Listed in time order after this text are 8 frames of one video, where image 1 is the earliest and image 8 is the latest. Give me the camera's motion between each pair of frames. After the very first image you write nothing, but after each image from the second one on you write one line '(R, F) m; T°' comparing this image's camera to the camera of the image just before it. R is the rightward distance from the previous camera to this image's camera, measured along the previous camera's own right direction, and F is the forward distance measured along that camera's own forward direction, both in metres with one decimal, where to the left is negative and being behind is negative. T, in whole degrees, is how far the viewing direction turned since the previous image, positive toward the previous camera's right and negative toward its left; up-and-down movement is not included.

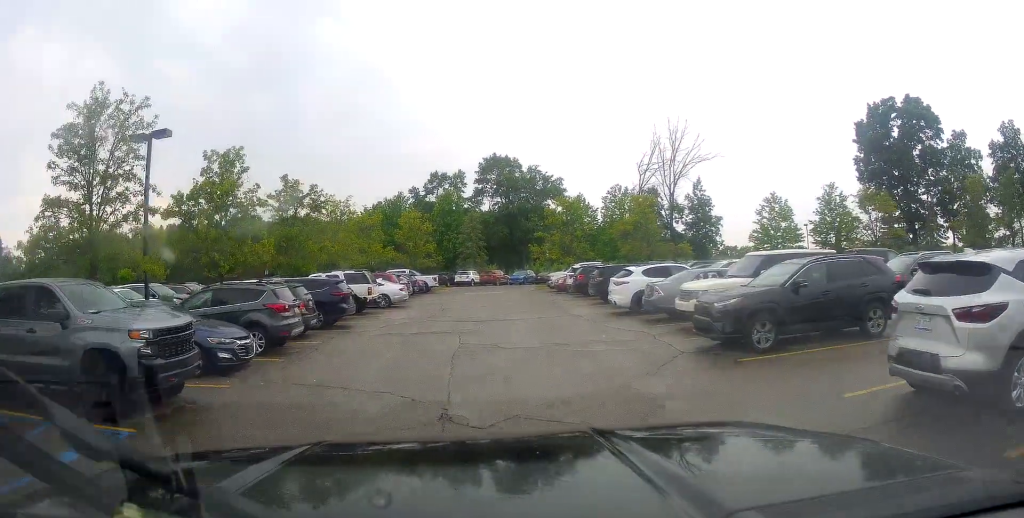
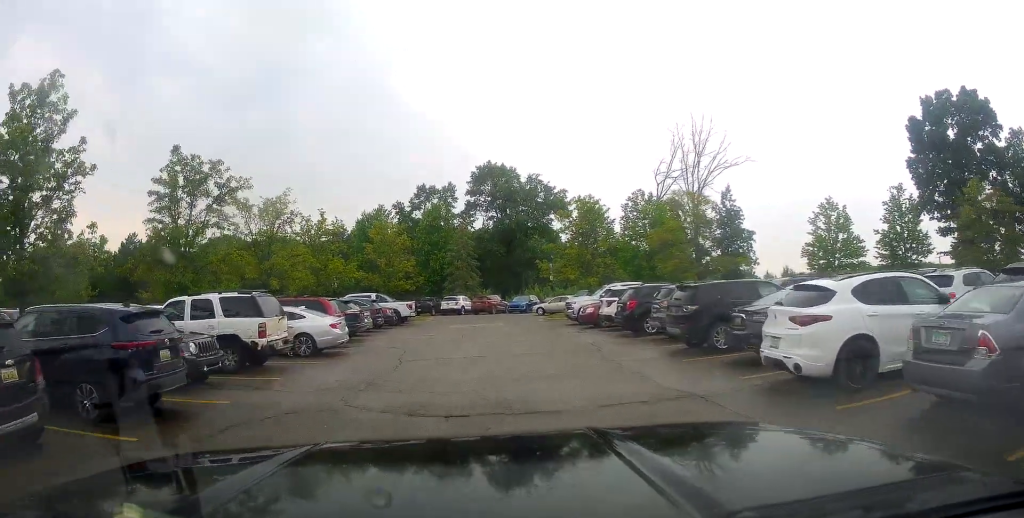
(+0.2, +12.1) m; +3°
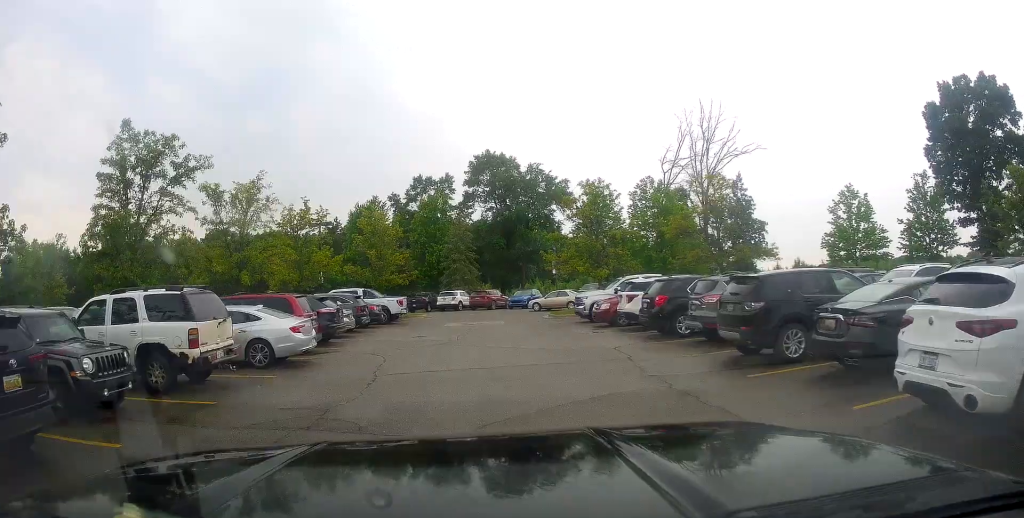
(+0.1, +3.7) m; +1°
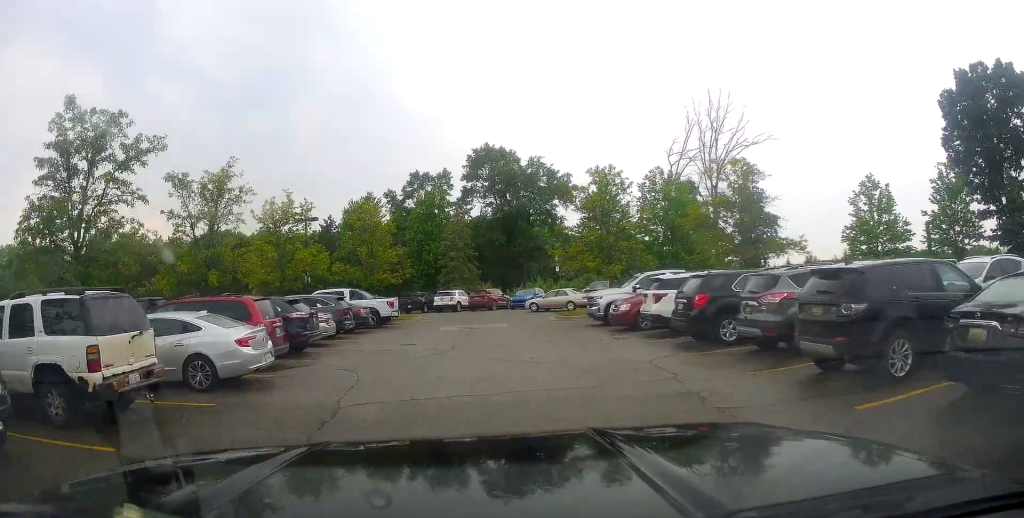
(+0.1, +3.4) m; 0°
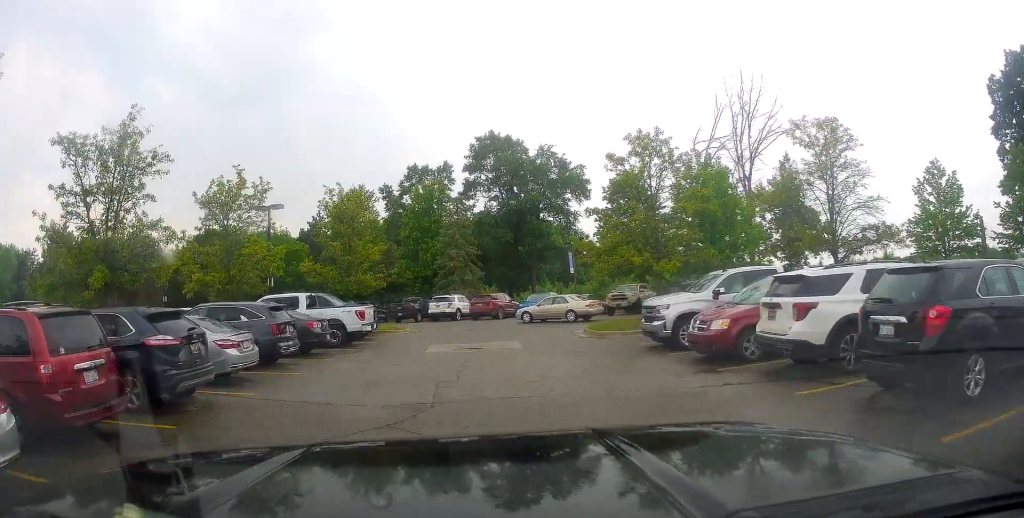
(-0.3, +8.3) m; -3°
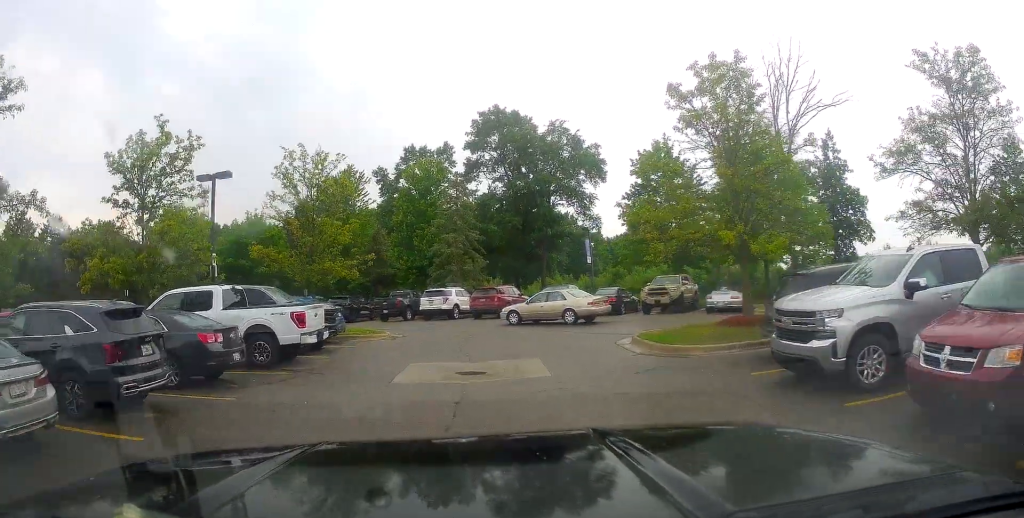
(-0.3, +8.0) m; -1°
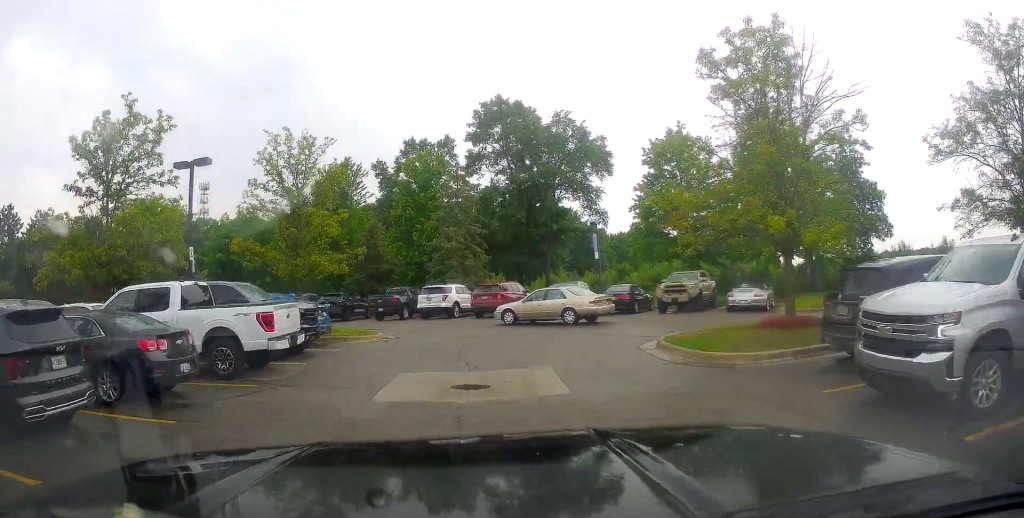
(-0.3, +2.5) m; +3°
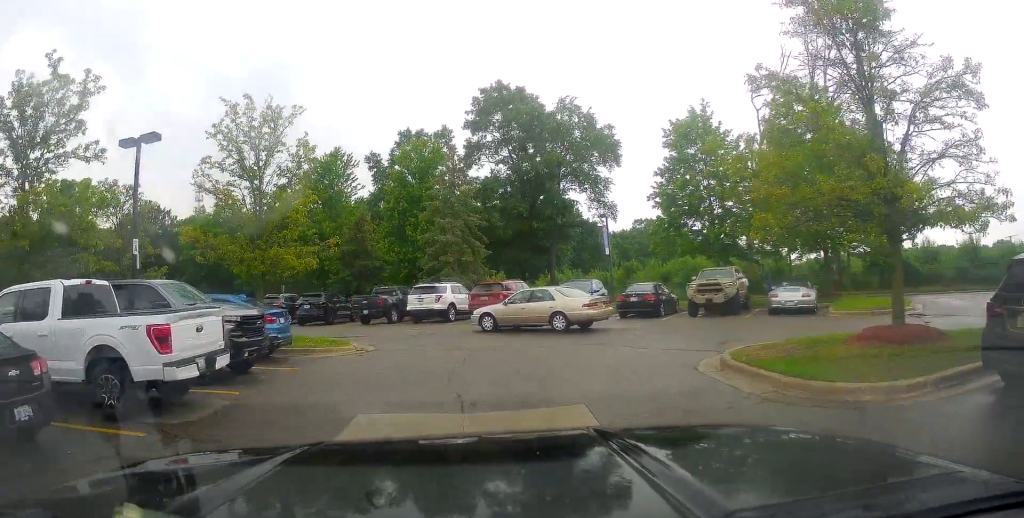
(+0.8, +4.2) m; -3°
